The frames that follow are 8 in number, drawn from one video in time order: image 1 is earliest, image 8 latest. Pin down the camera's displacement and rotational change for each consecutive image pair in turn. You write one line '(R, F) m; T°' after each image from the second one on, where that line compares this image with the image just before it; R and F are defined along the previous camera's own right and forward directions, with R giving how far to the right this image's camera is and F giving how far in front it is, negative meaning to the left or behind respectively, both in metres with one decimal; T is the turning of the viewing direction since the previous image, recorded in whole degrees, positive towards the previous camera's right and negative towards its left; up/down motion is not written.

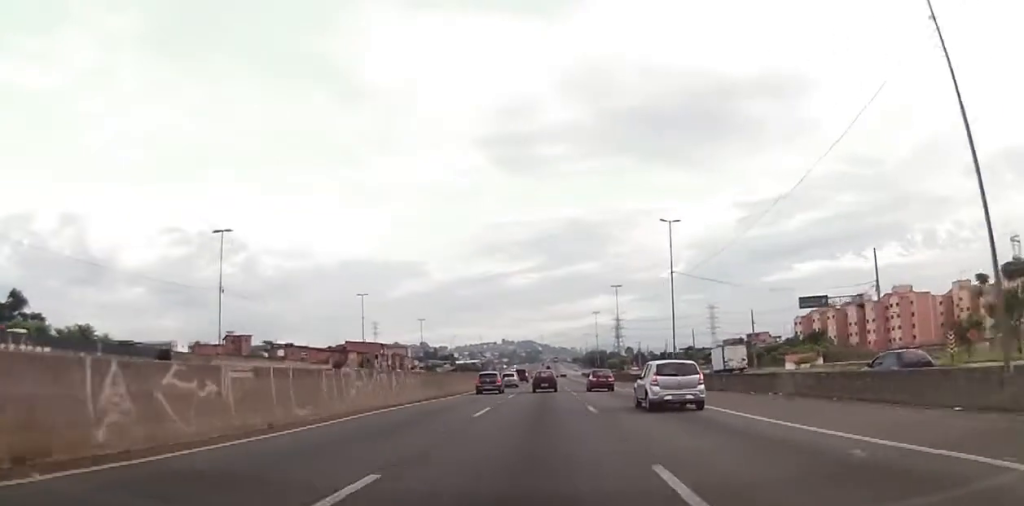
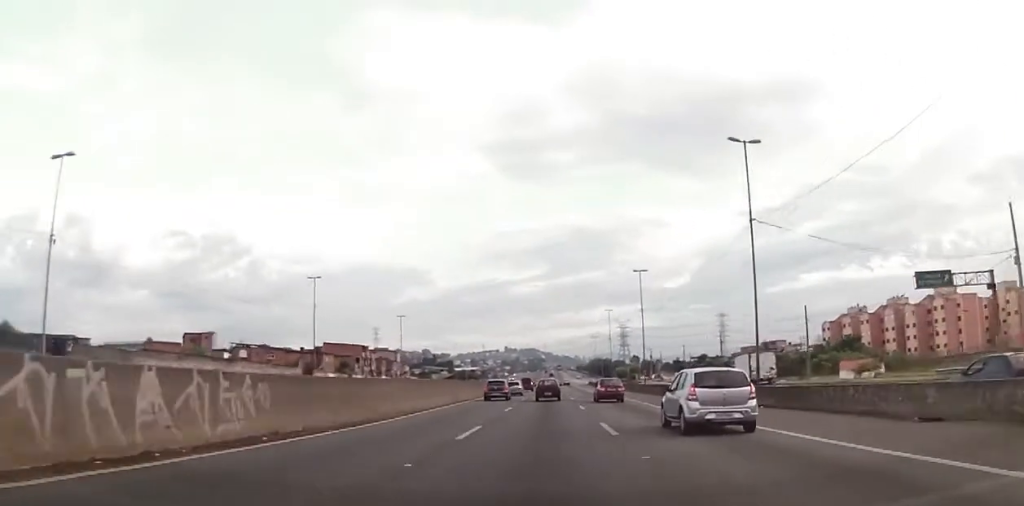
(+0.1, +20.9) m; -1°
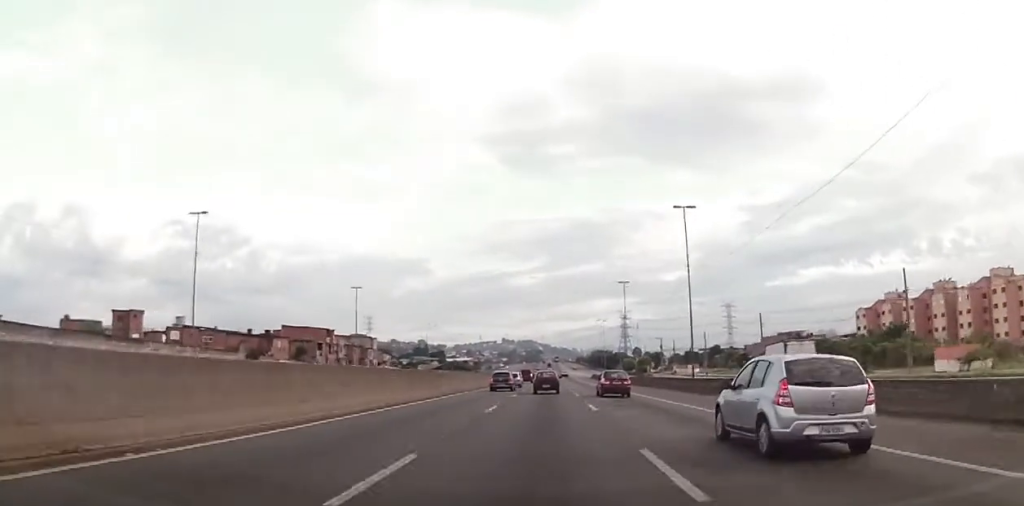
(-0.4, +25.1) m; -1°
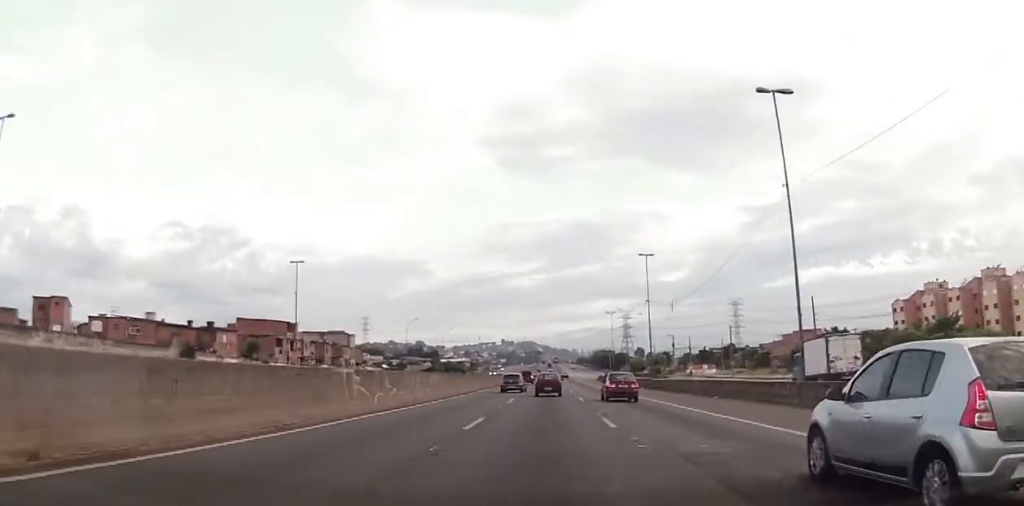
(-0.1, +20.7) m; +1°
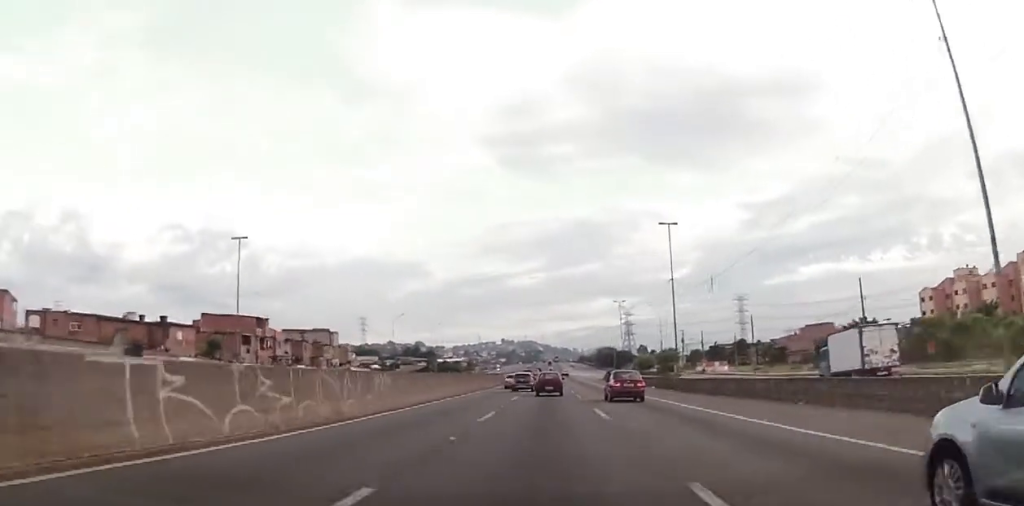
(0.0, +12.9) m; 0°
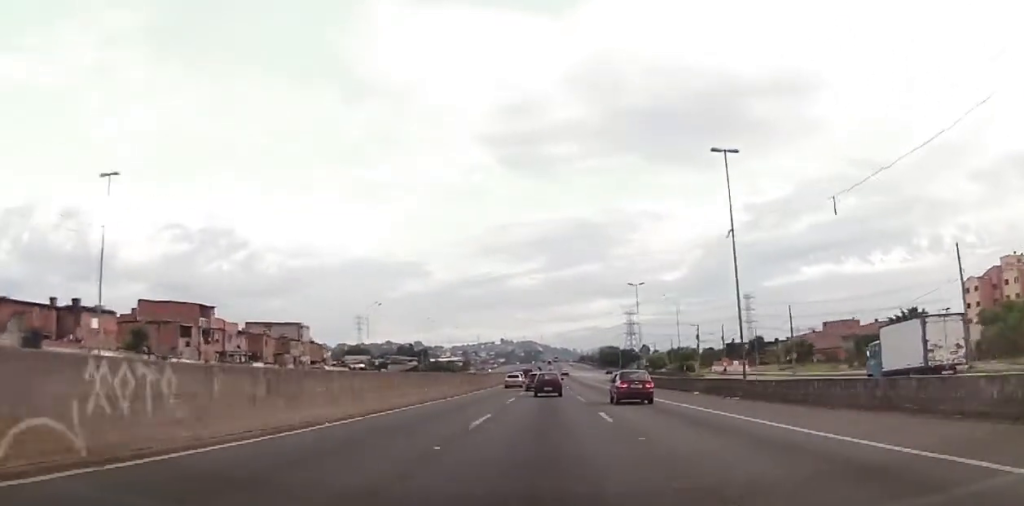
(+0.3, +18.0) m; 0°
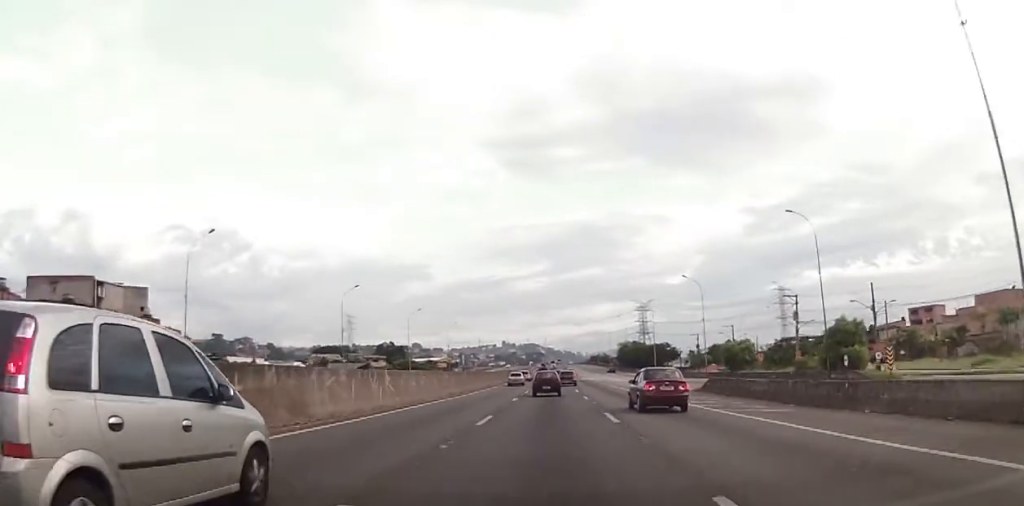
(-0.1, +61.2) m; 0°
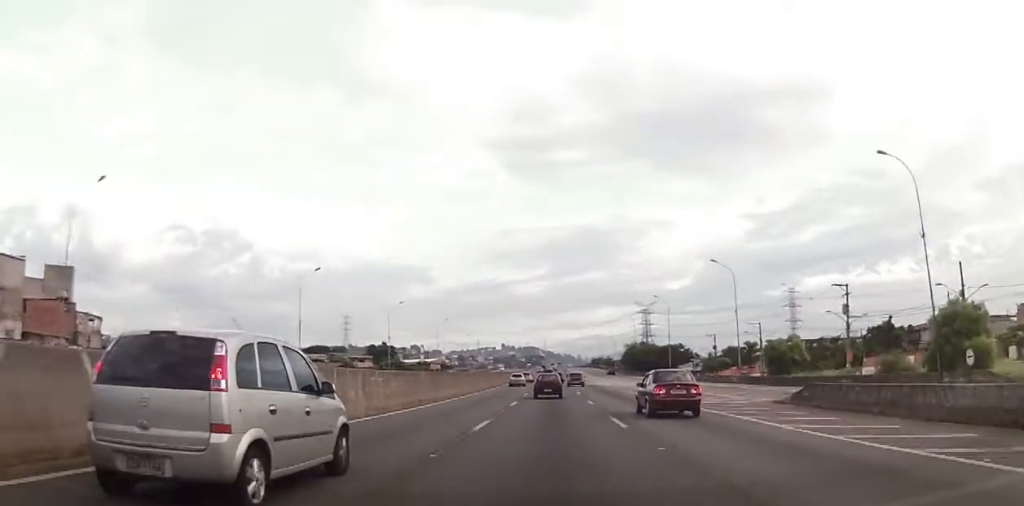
(-0.3, +16.6) m; 0°
